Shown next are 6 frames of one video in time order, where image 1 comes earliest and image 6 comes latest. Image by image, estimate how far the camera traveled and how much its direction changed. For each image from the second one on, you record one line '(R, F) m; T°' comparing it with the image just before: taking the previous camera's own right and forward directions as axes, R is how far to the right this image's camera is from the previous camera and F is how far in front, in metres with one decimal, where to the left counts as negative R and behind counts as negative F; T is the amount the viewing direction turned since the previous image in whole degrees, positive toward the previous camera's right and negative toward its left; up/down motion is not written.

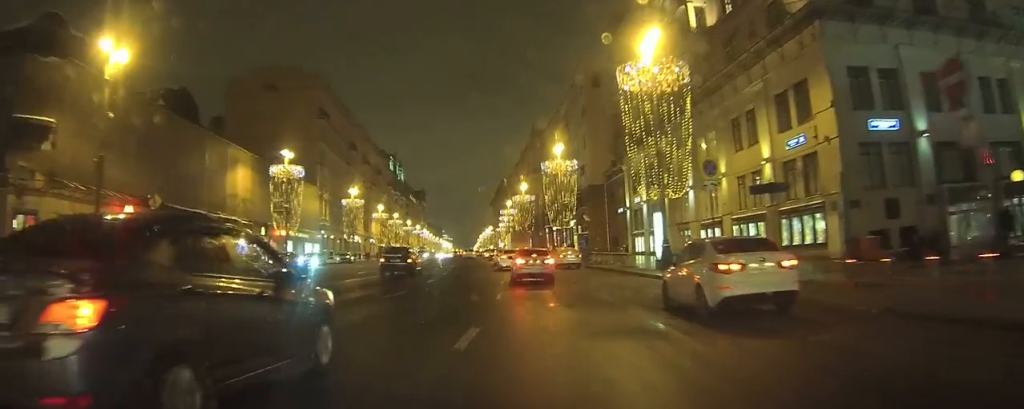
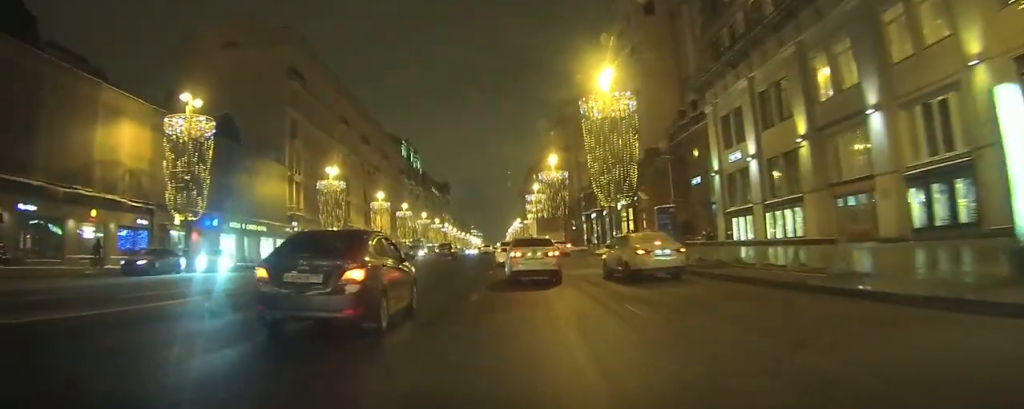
(+0.1, +21.5) m; -2°
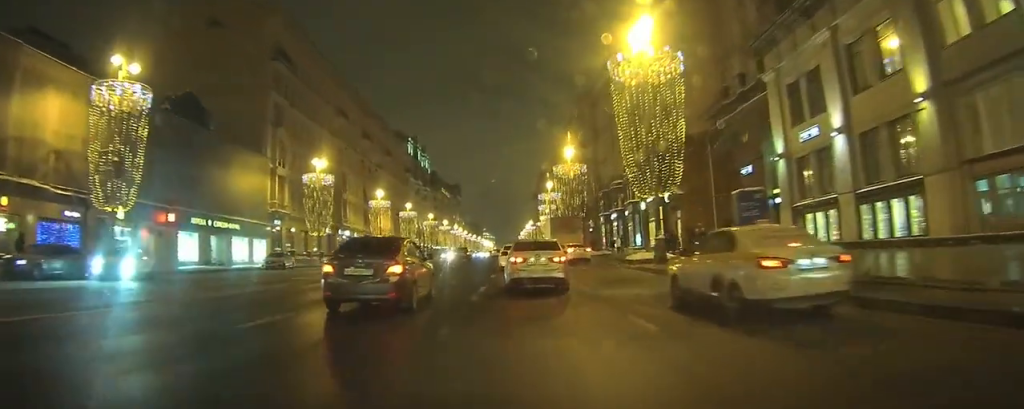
(-0.1, +8.6) m; -2°
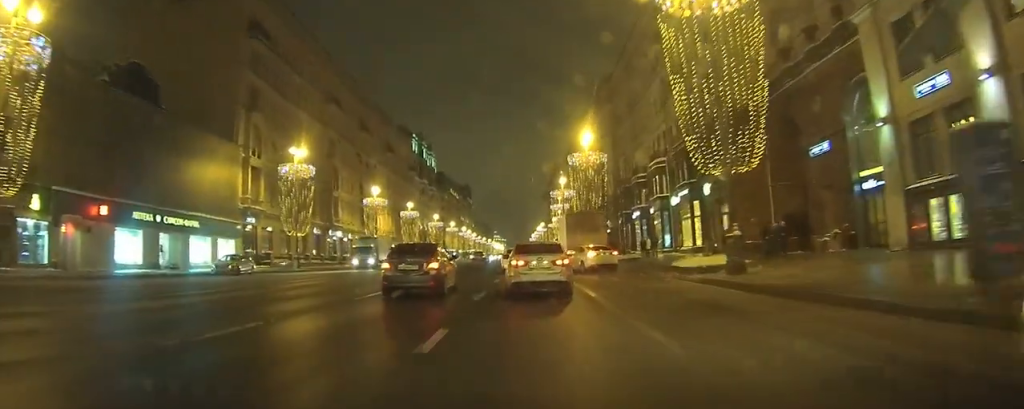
(-0.2, +9.1) m; -1°
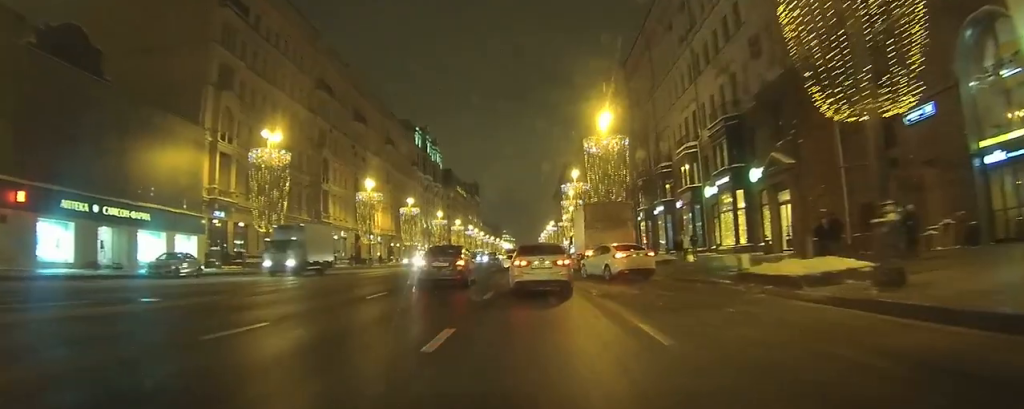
(0.0, +8.1) m; -1°
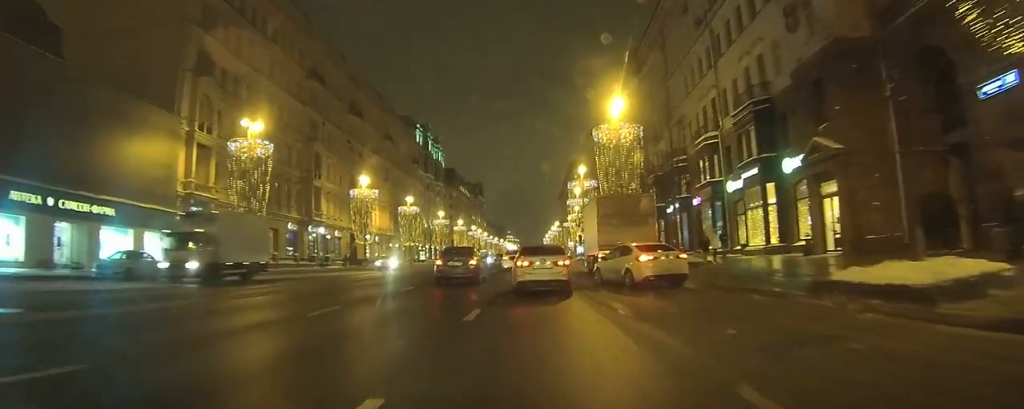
(-0.1, +4.5) m; -1°
